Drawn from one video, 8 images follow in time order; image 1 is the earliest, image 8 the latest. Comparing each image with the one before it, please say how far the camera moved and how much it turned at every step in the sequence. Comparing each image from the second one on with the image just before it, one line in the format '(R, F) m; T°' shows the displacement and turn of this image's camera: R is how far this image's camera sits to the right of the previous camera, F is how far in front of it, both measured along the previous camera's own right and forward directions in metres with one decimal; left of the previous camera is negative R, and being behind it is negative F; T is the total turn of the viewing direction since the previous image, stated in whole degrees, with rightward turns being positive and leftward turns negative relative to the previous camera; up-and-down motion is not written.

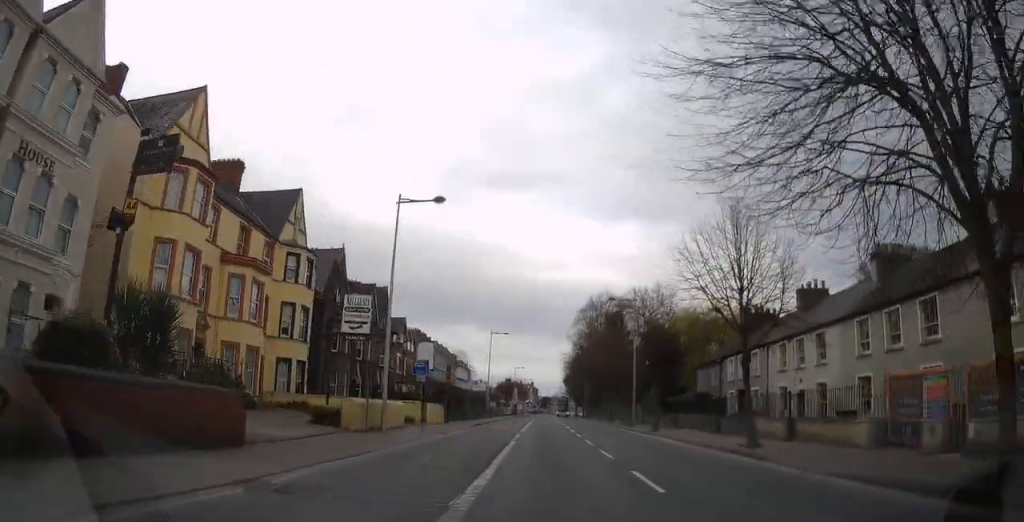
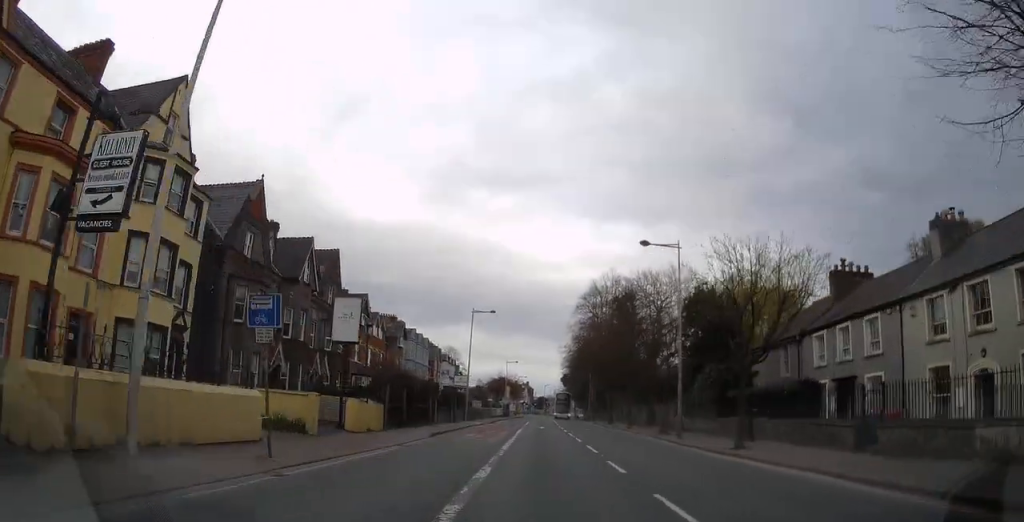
(0.0, +15.5) m; 0°
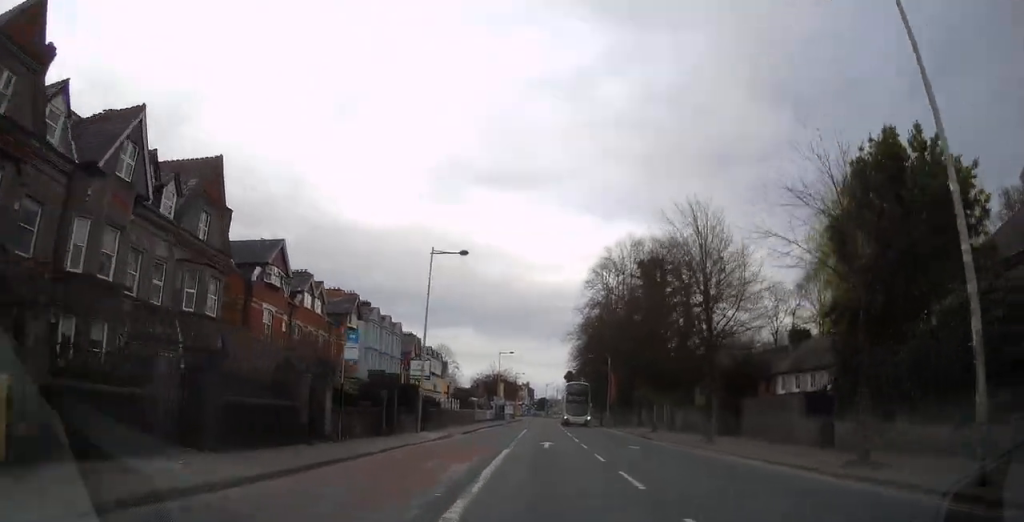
(0.0, +20.5) m; 0°
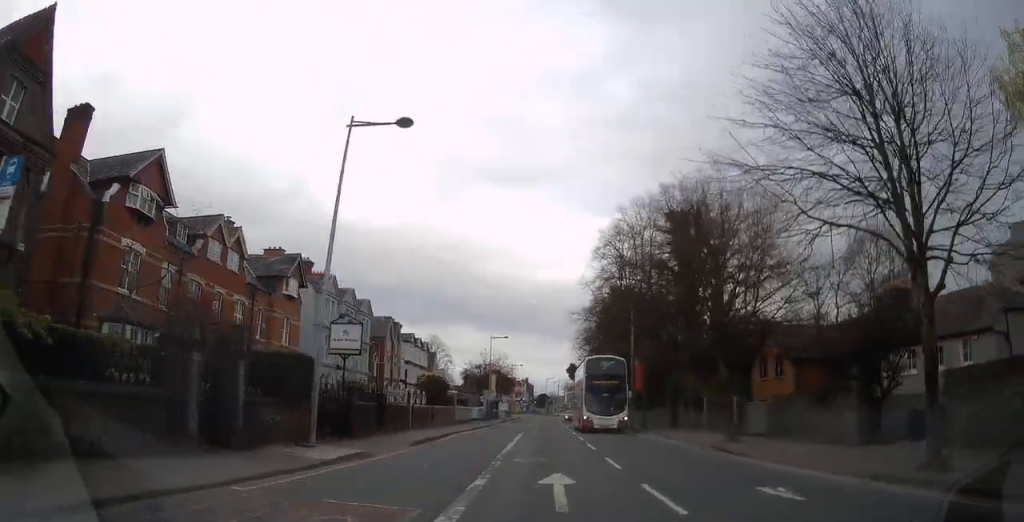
(-0.1, +14.8) m; 0°
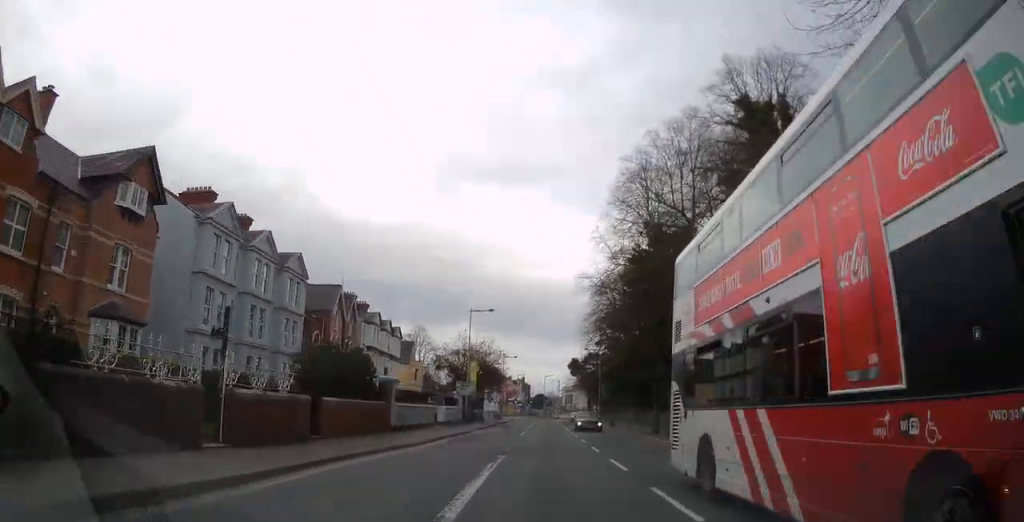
(+0.1, +19.1) m; +1°
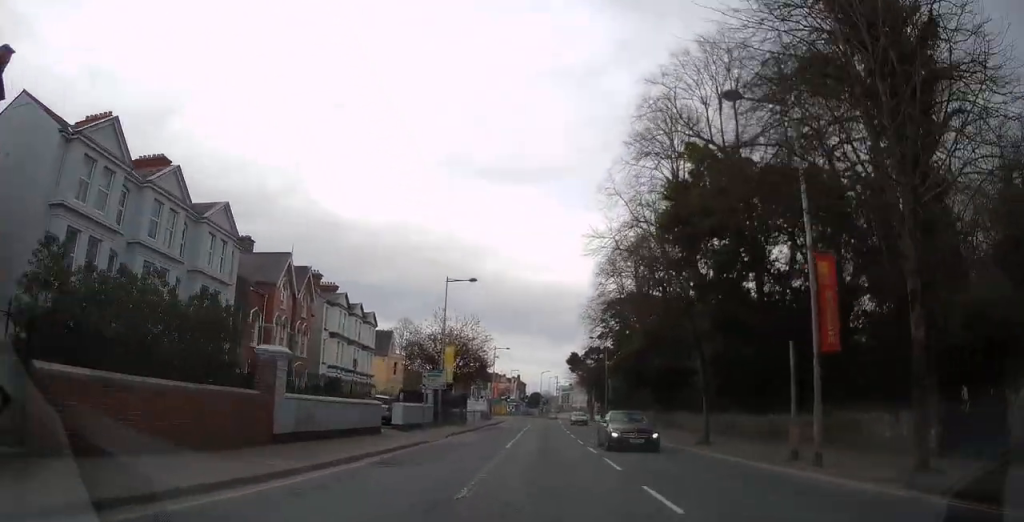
(0.0, +11.6) m; +1°
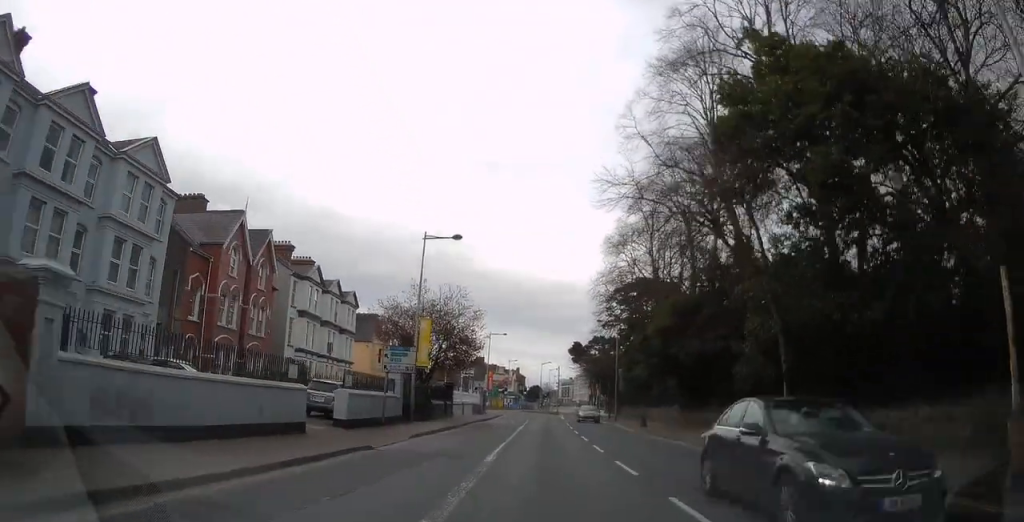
(+0.2, +8.4) m; +1°
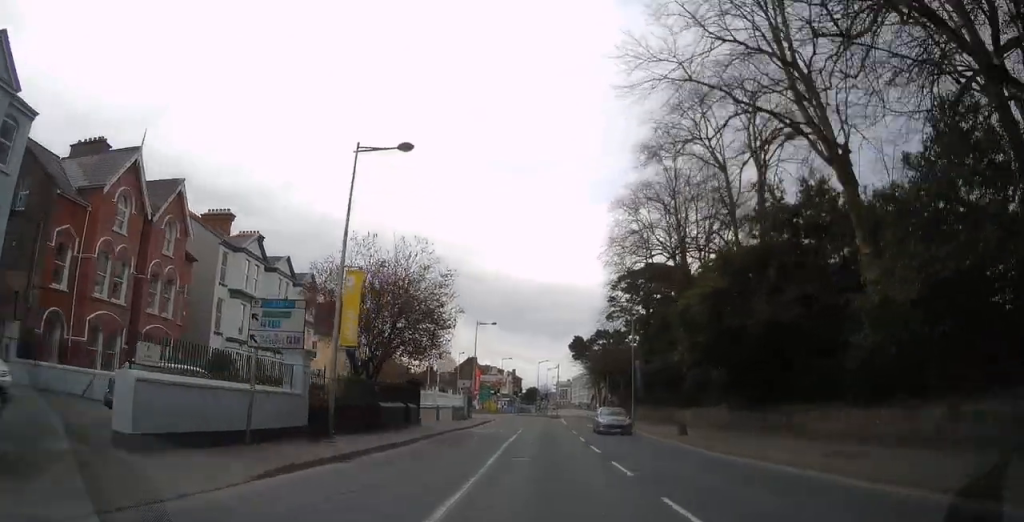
(+0.1, +11.6) m; +1°
